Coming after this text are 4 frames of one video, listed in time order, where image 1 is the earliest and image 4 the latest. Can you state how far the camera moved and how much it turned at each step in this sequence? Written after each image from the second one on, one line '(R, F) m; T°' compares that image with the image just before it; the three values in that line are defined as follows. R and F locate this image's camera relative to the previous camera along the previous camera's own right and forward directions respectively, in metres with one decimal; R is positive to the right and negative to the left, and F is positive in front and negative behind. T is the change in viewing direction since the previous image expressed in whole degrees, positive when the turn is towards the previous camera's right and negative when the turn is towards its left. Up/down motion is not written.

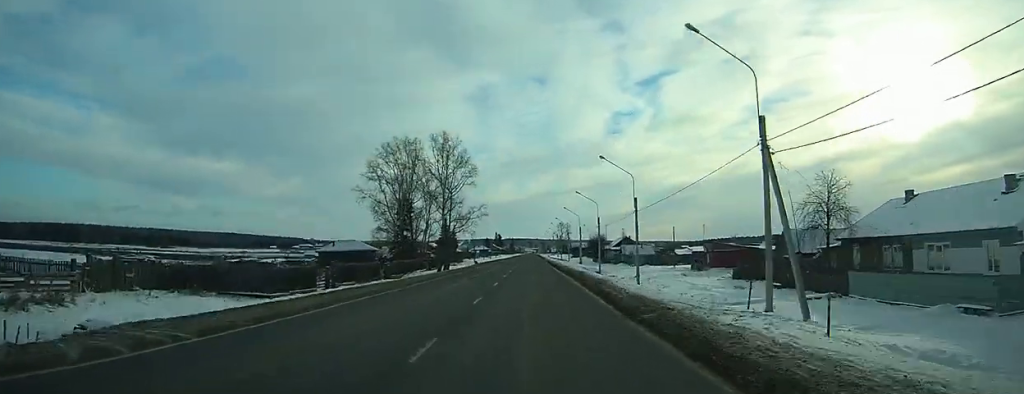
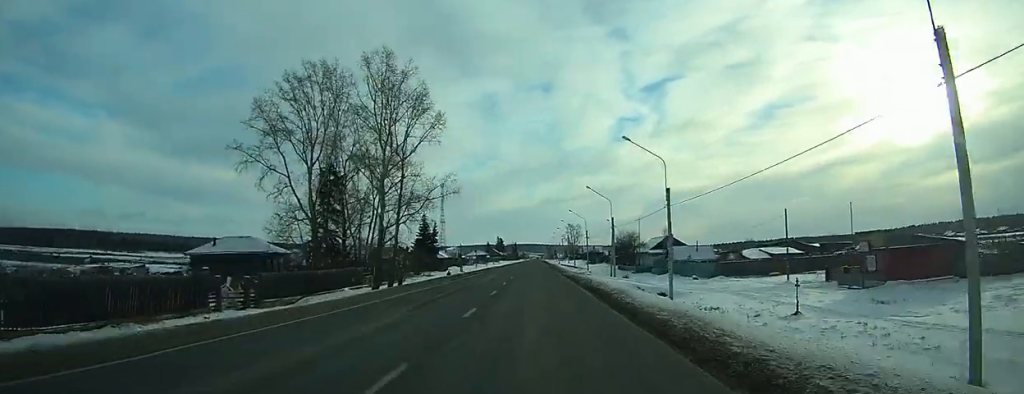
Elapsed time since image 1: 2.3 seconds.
(-0.2, +39.5) m; 0°
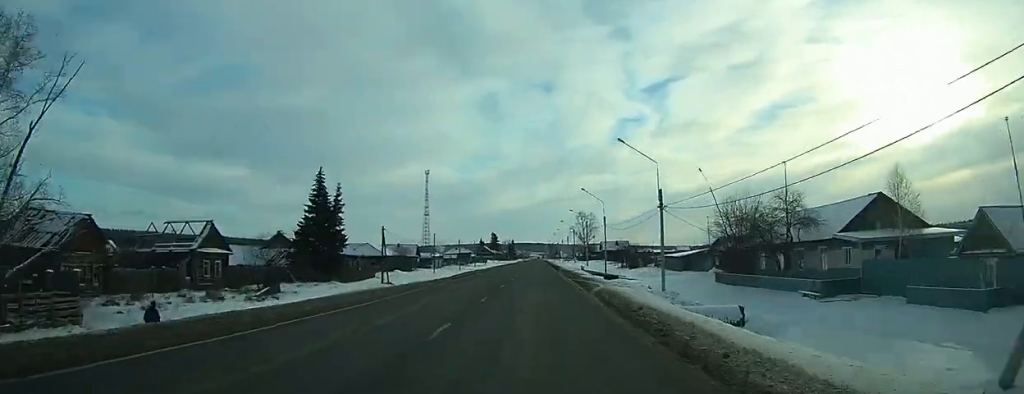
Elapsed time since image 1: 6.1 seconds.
(-0.3, +65.5) m; 0°
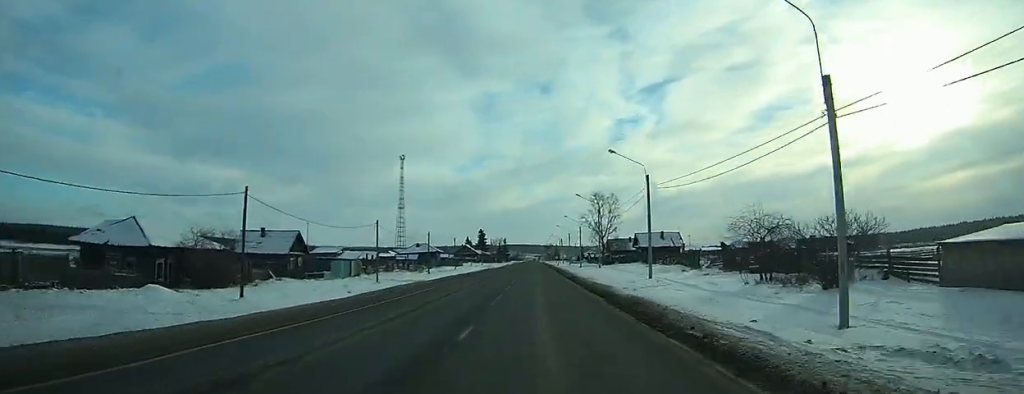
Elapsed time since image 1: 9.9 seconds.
(+0.2, +62.3) m; 0°
